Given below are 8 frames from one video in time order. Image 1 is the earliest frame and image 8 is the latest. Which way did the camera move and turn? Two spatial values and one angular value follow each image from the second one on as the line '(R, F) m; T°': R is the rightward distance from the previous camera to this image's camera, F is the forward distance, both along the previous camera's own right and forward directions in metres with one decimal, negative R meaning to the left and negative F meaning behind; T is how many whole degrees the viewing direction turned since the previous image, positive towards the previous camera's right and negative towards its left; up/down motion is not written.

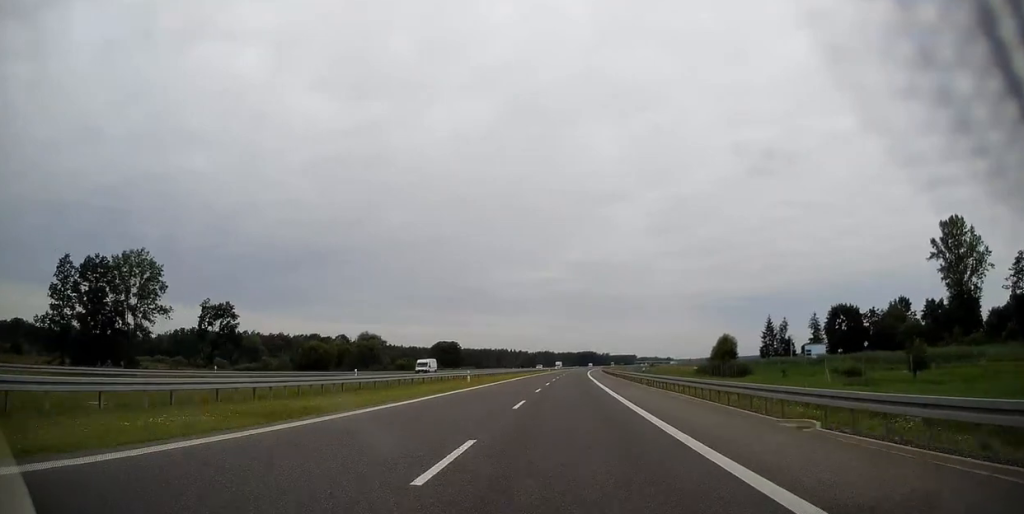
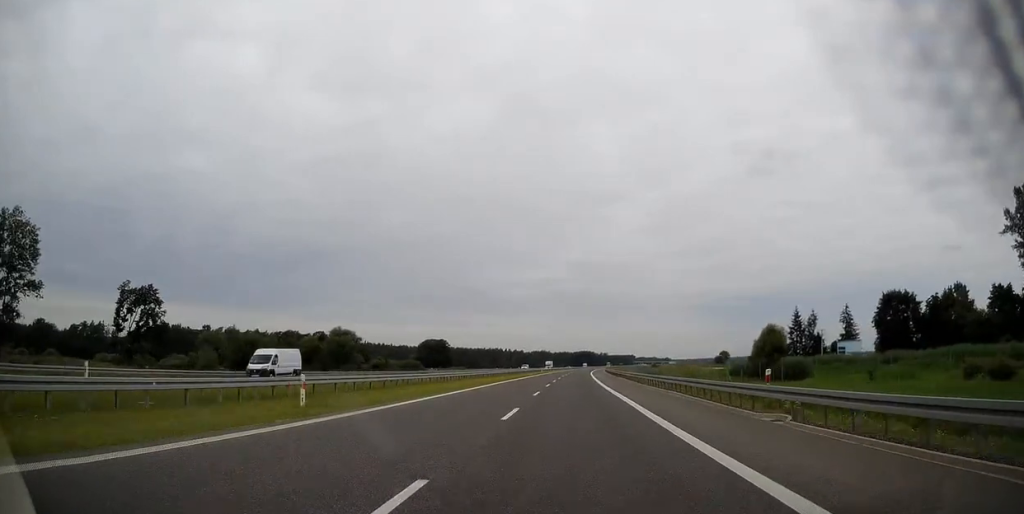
(+0.1, +28.2) m; +1°
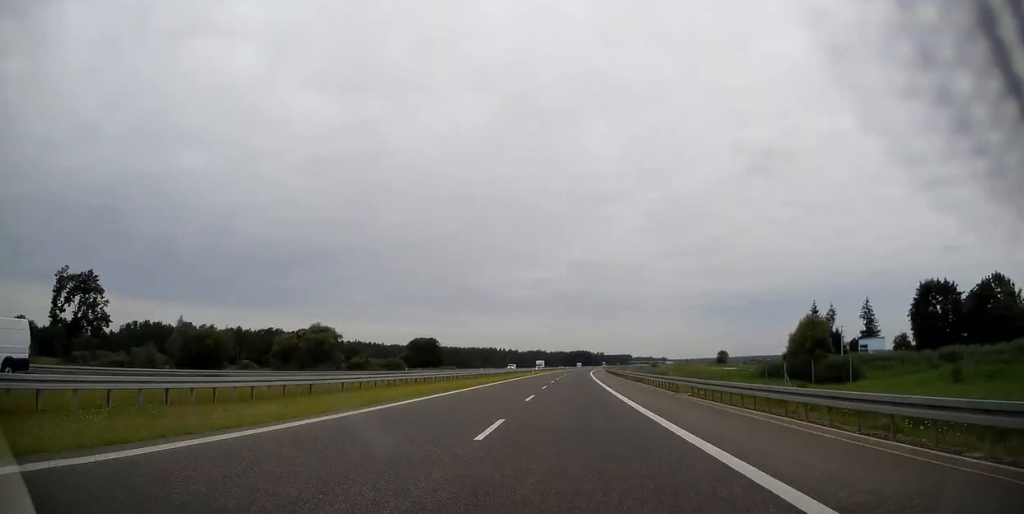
(0.0, +16.4) m; 0°
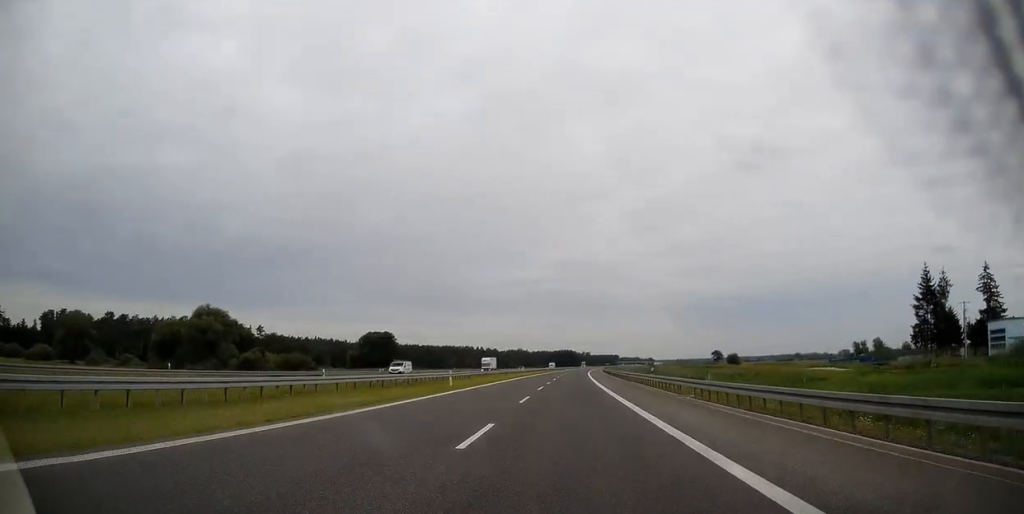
(+0.7, +60.4) m; +1°
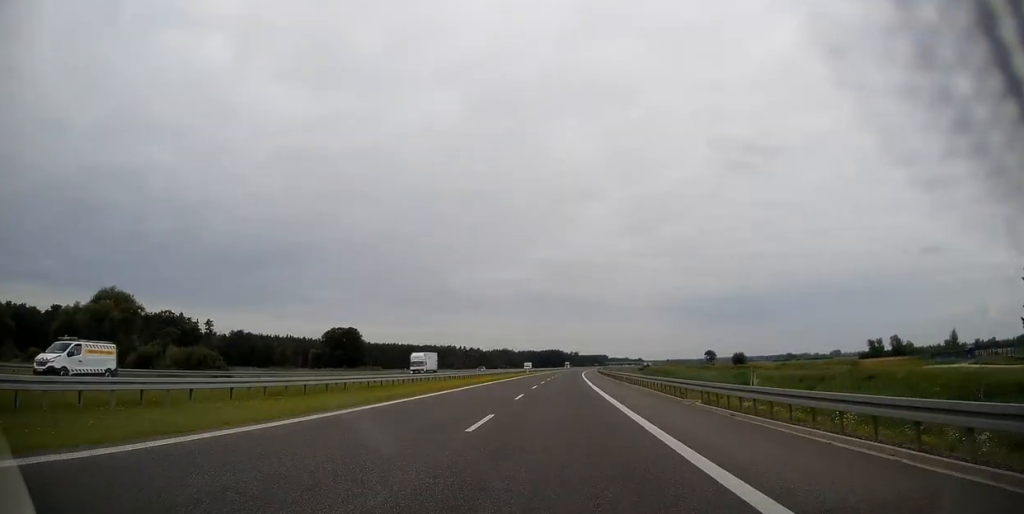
(+0.2, +33.6) m; +1°
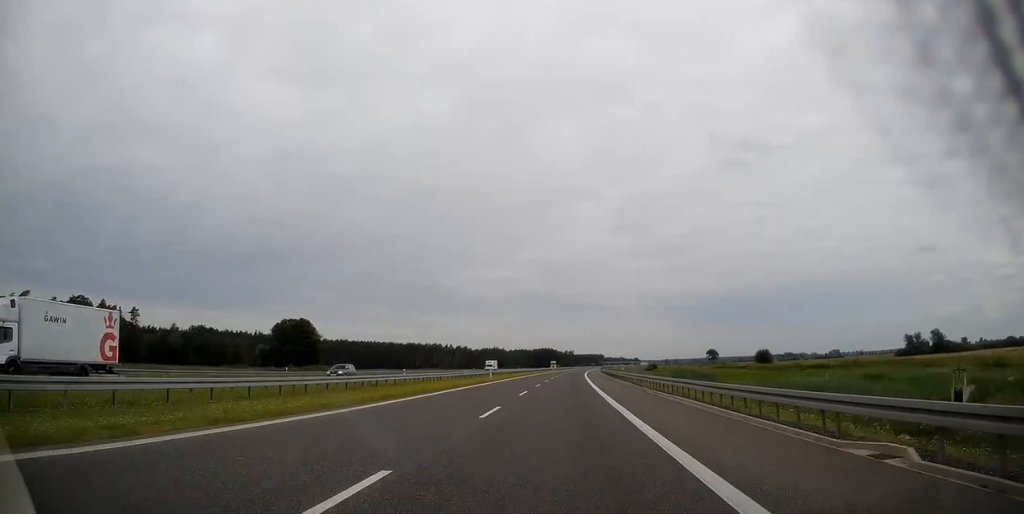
(+0.5, +46.2) m; +1°
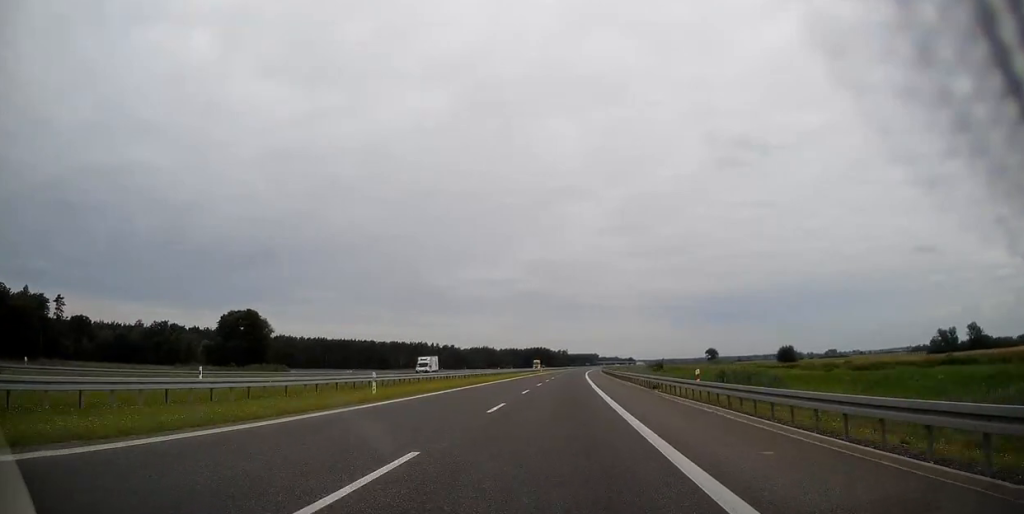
(+0.1, +34.6) m; +1°
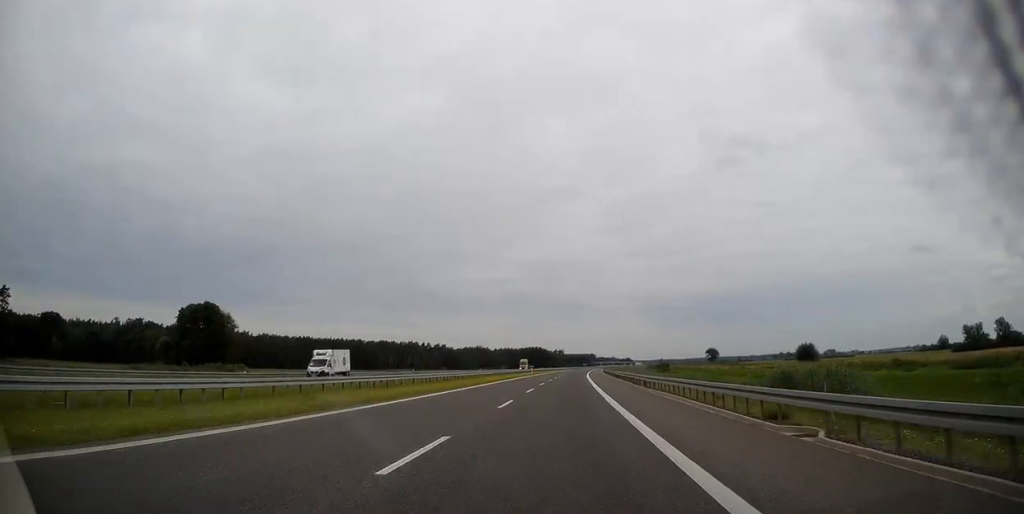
(+0.1, +21.9) m; 0°
